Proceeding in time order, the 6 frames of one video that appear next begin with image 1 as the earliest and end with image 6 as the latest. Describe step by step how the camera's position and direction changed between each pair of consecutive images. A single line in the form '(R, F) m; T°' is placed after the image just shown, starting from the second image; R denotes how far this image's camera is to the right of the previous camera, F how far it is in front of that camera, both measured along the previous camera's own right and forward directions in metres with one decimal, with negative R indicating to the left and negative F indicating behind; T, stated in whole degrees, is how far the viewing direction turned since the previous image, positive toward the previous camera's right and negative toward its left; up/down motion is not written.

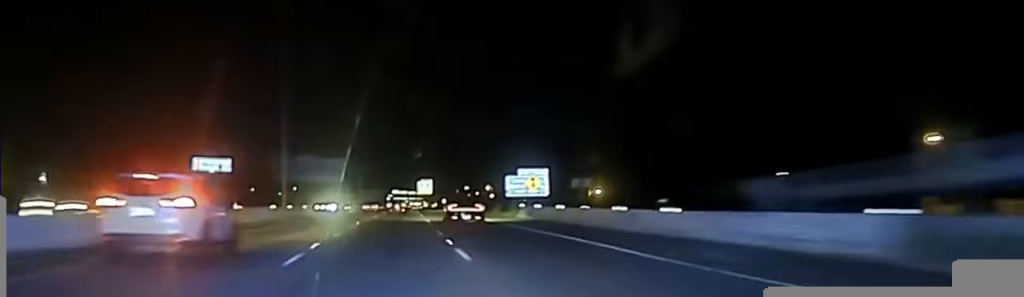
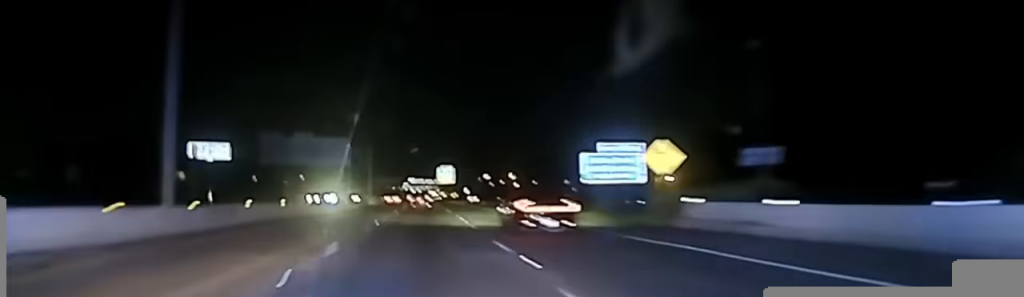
(-0.1, +29.9) m; 0°
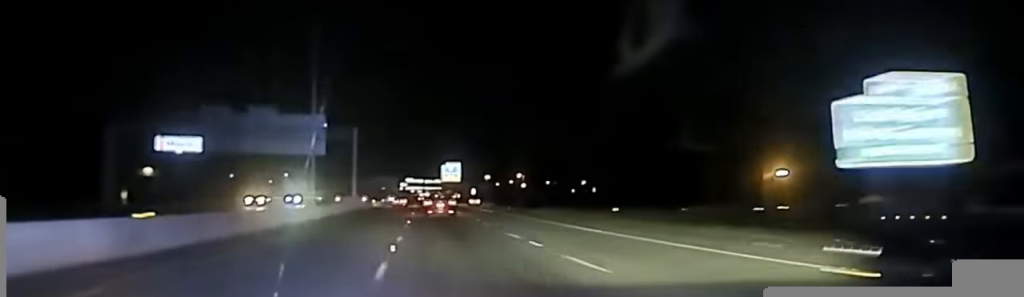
(-0.1, +35.7) m; 0°
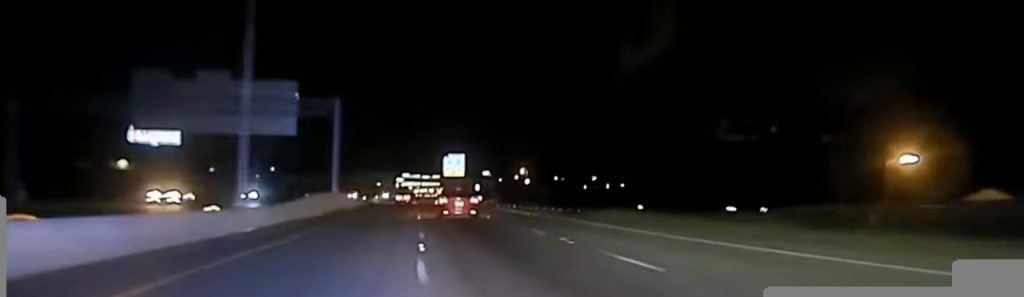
(-0.2, +26.4) m; 0°
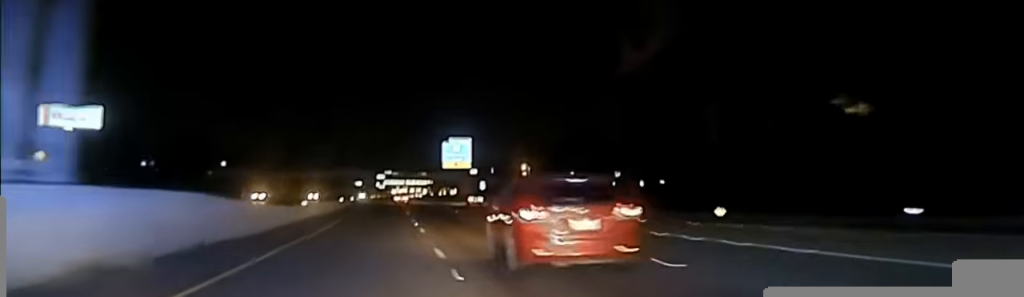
(+0.5, +59.3) m; +1°
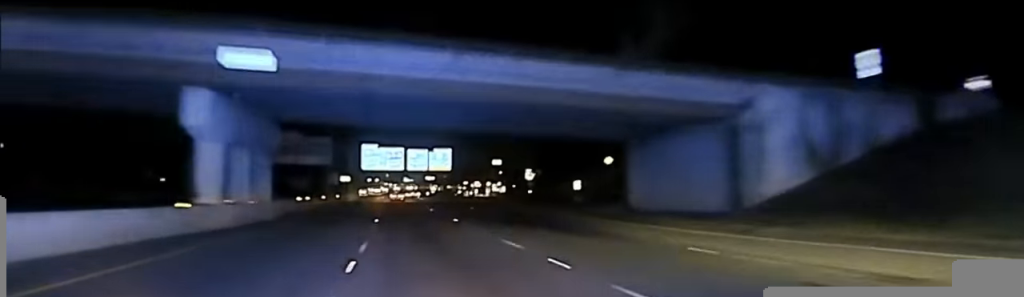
(+1.1, +207.6) m; 0°
